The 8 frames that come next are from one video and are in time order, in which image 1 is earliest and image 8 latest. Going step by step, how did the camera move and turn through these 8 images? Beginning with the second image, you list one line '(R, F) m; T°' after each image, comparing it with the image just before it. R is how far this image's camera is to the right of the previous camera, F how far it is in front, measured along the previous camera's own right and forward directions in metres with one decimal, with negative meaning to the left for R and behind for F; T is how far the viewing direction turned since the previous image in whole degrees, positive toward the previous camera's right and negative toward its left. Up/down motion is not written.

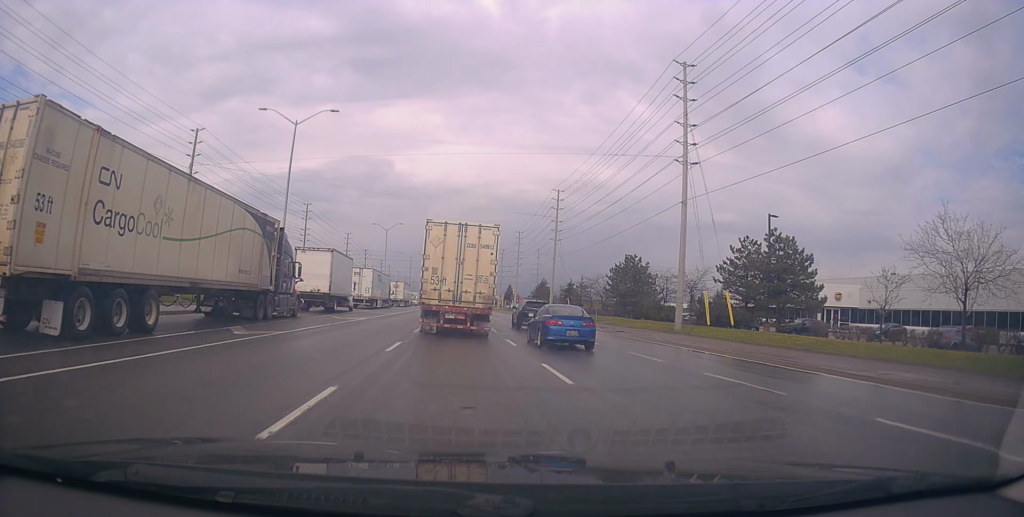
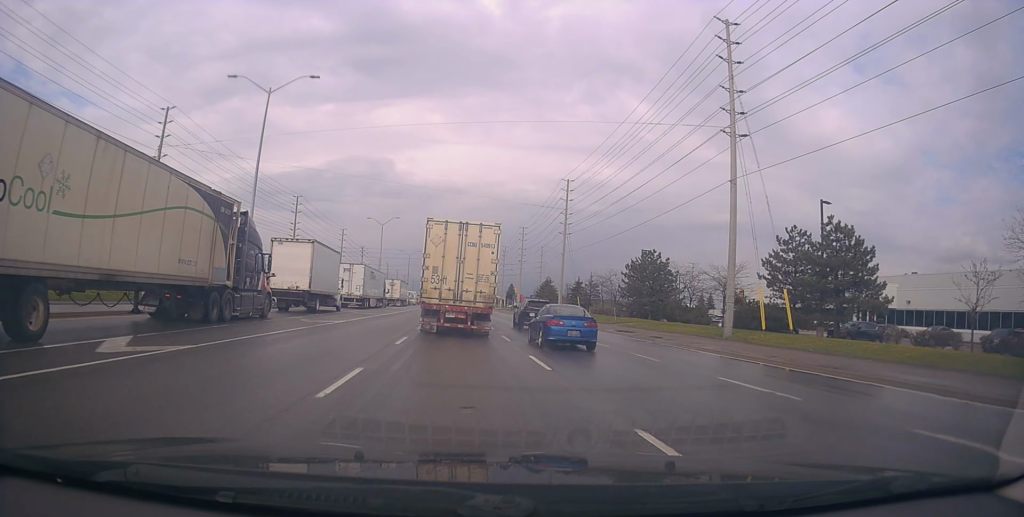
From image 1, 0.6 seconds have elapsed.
(-0.3, +6.8) m; -1°
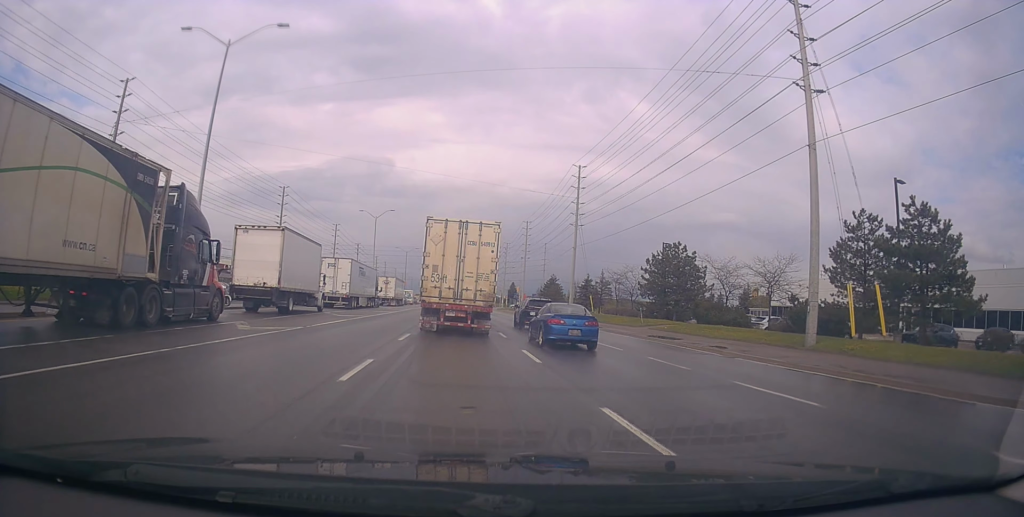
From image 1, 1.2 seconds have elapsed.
(+0.1, +7.5) m; +2°
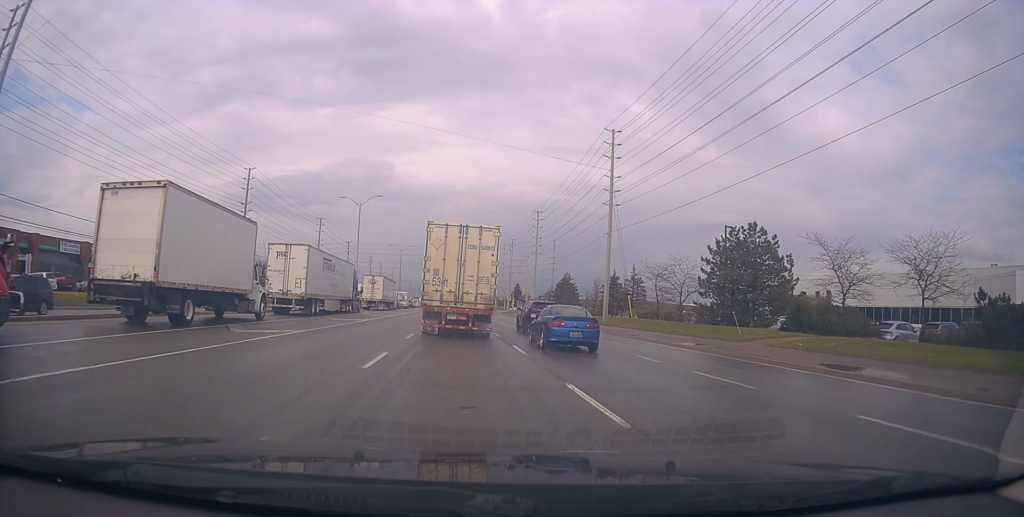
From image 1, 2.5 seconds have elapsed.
(+0.5, +15.1) m; +1°
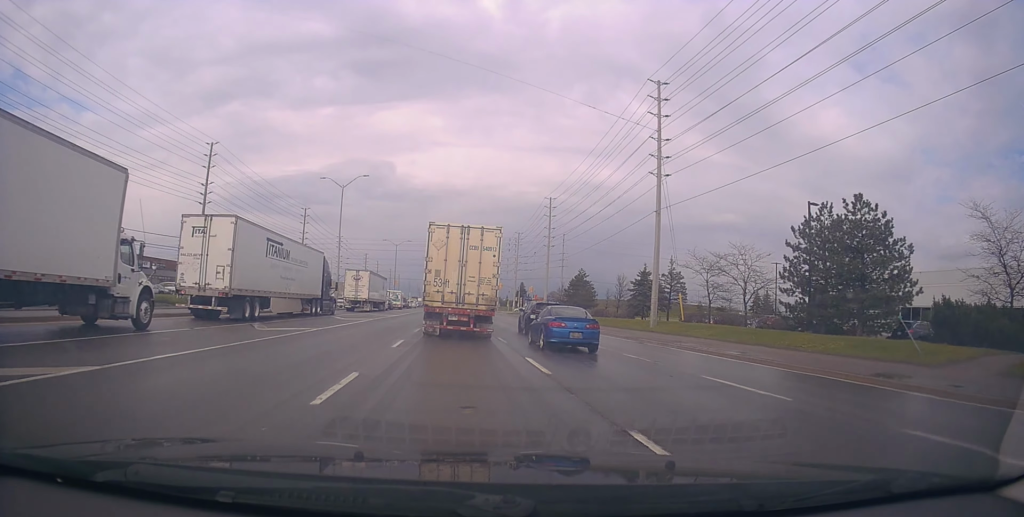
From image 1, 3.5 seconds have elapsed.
(-0.3, +12.3) m; 0°
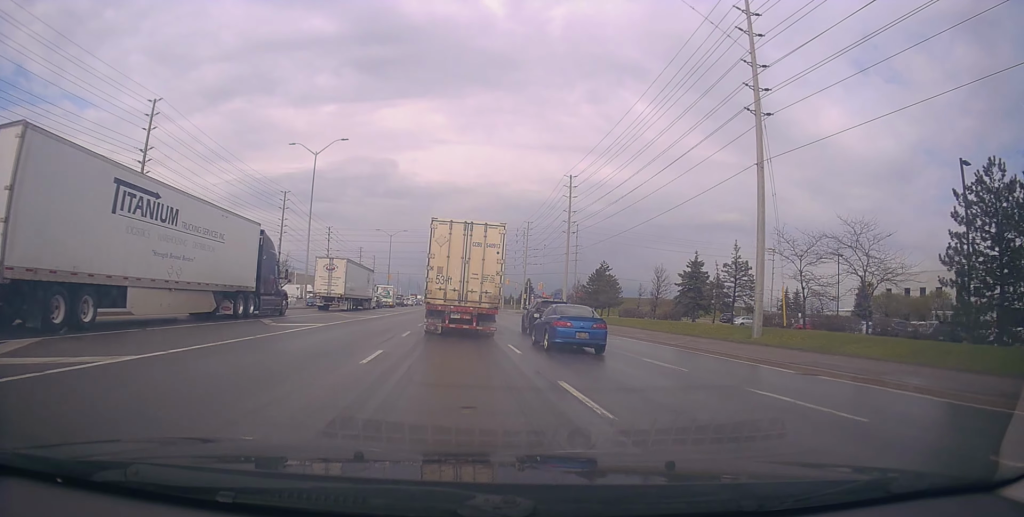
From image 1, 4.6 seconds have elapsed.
(+0.3, +13.2) m; -1°
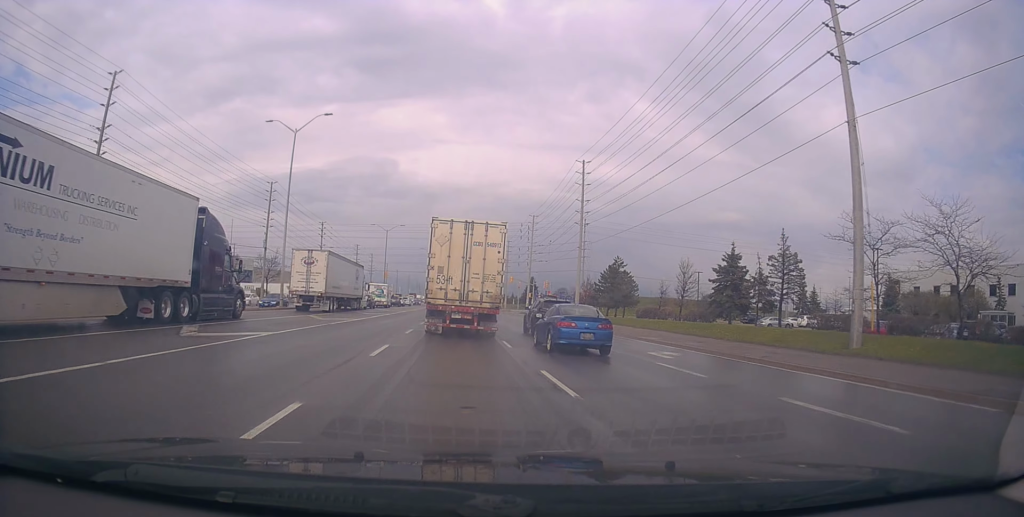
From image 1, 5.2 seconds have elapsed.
(-0.3, +7.2) m; 0°
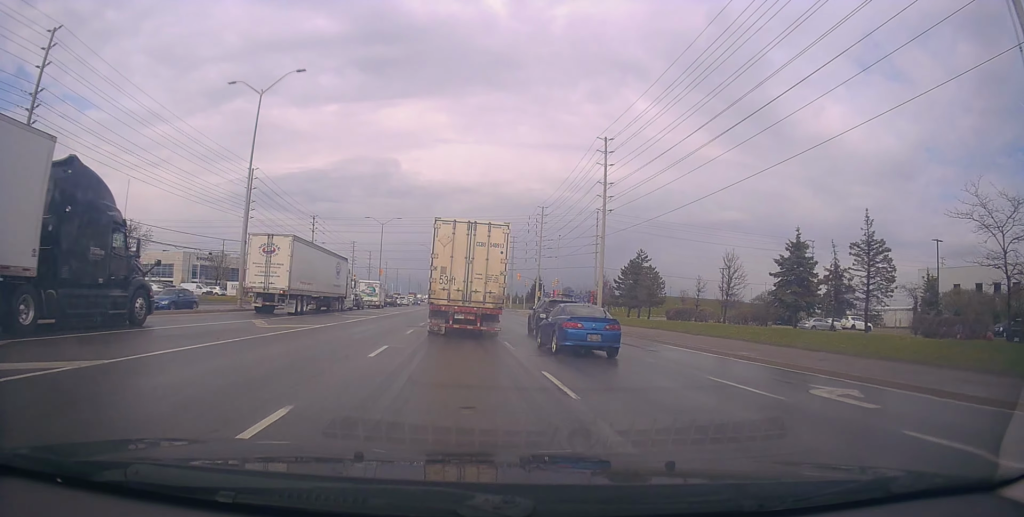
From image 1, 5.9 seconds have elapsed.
(-0.1, +9.0) m; +1°
